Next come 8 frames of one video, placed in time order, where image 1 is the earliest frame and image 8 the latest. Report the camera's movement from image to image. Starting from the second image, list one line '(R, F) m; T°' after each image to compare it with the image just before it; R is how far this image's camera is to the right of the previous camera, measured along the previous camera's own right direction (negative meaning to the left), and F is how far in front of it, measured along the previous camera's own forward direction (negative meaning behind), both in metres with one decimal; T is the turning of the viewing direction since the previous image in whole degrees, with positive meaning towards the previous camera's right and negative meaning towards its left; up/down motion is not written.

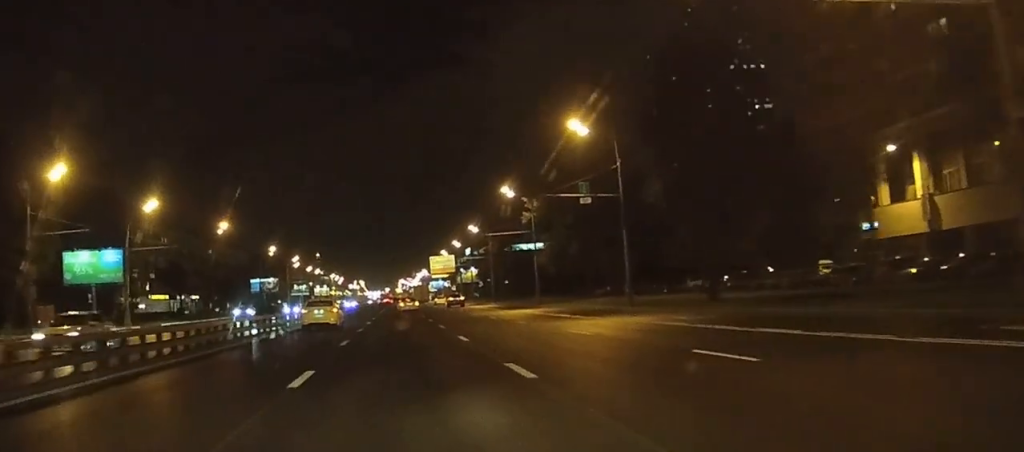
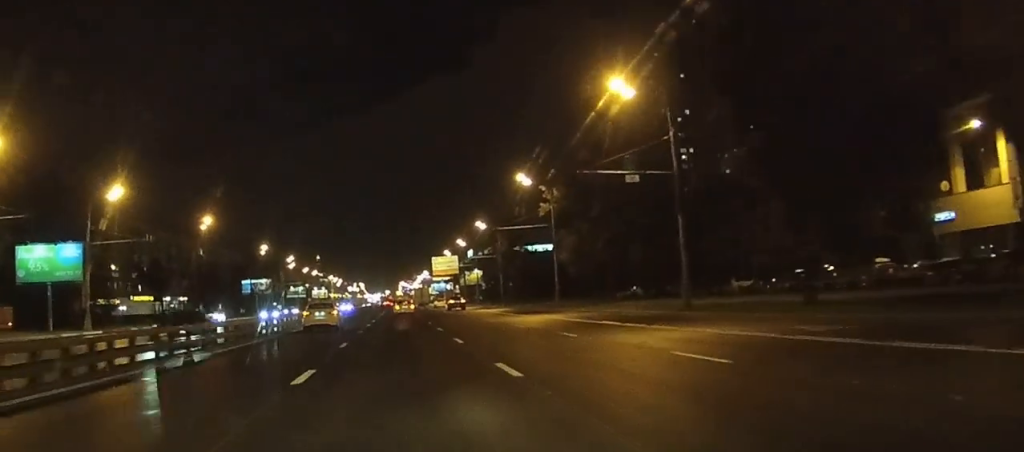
(0.0, +10.9) m; 0°
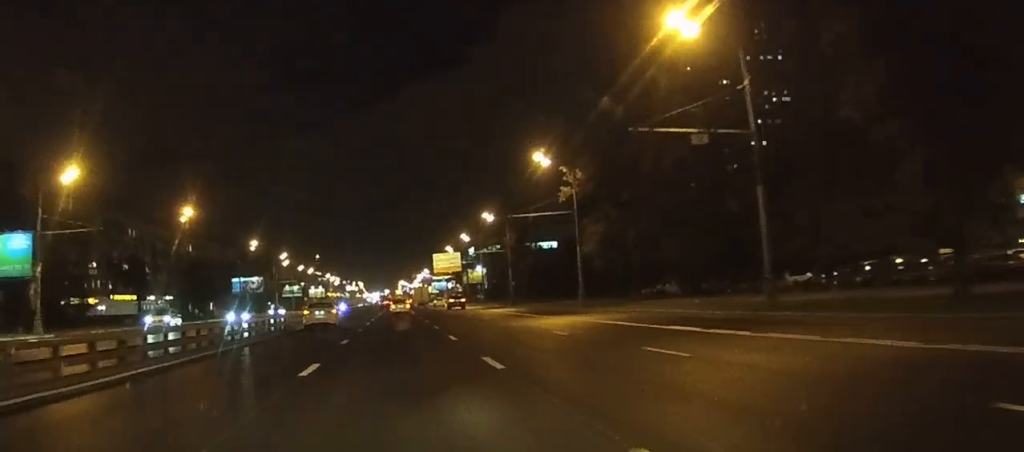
(0.0, +10.1) m; 0°
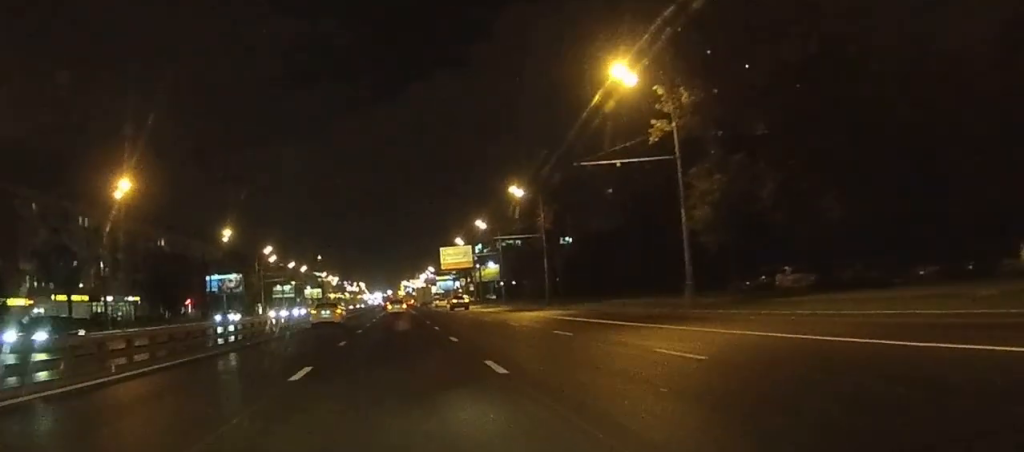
(0.0, +24.6) m; 0°
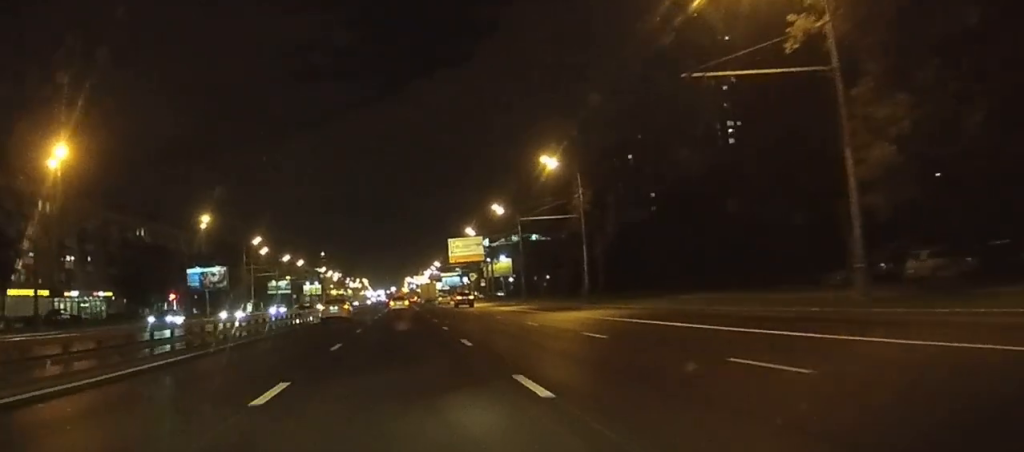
(0.0, +16.0) m; 0°
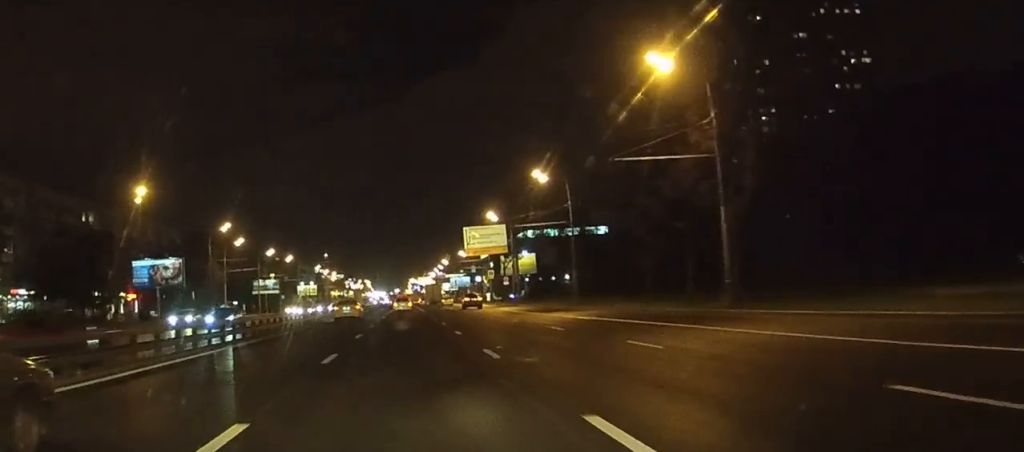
(+0.1, +28.4) m; 0°
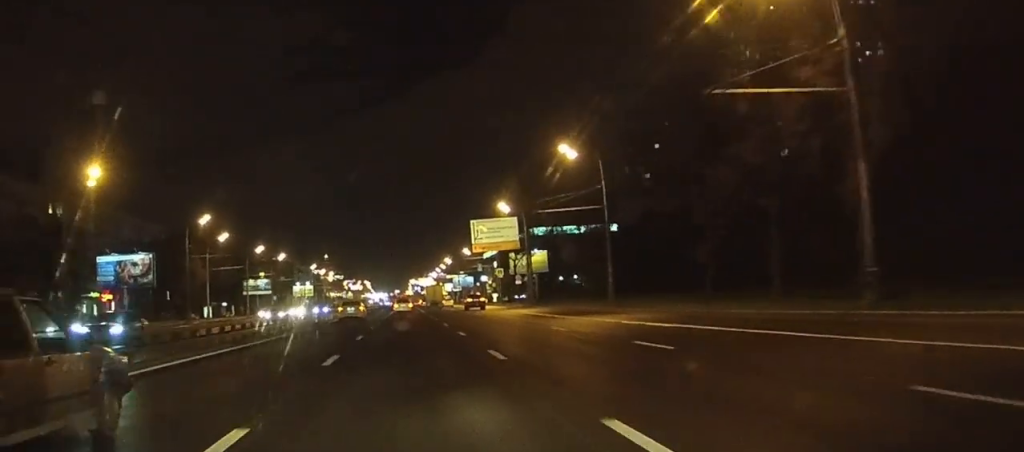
(0.0, +12.4) m; 0°
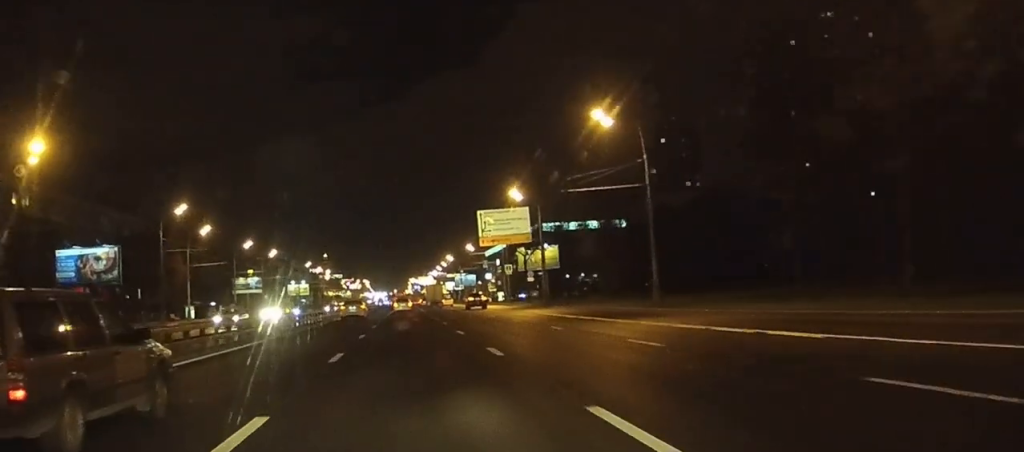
(0.0, +11.0) m; 0°
